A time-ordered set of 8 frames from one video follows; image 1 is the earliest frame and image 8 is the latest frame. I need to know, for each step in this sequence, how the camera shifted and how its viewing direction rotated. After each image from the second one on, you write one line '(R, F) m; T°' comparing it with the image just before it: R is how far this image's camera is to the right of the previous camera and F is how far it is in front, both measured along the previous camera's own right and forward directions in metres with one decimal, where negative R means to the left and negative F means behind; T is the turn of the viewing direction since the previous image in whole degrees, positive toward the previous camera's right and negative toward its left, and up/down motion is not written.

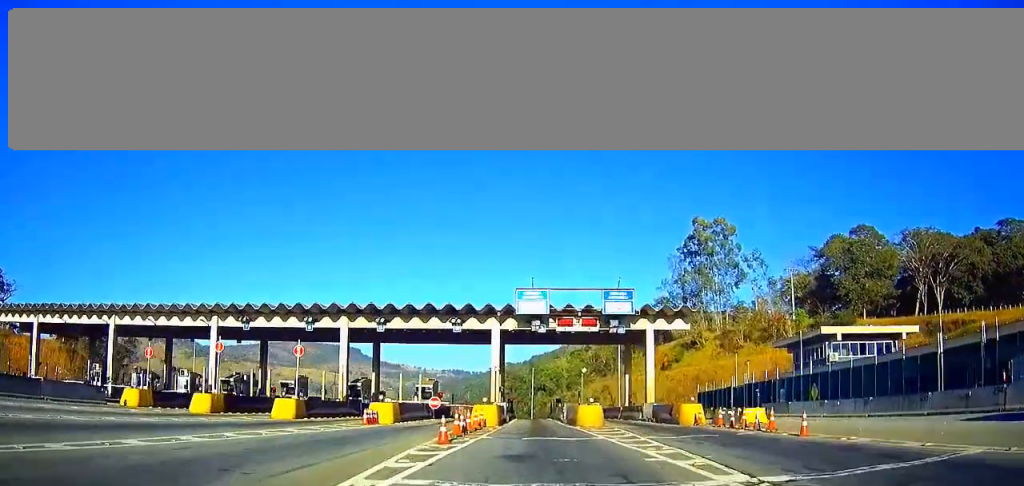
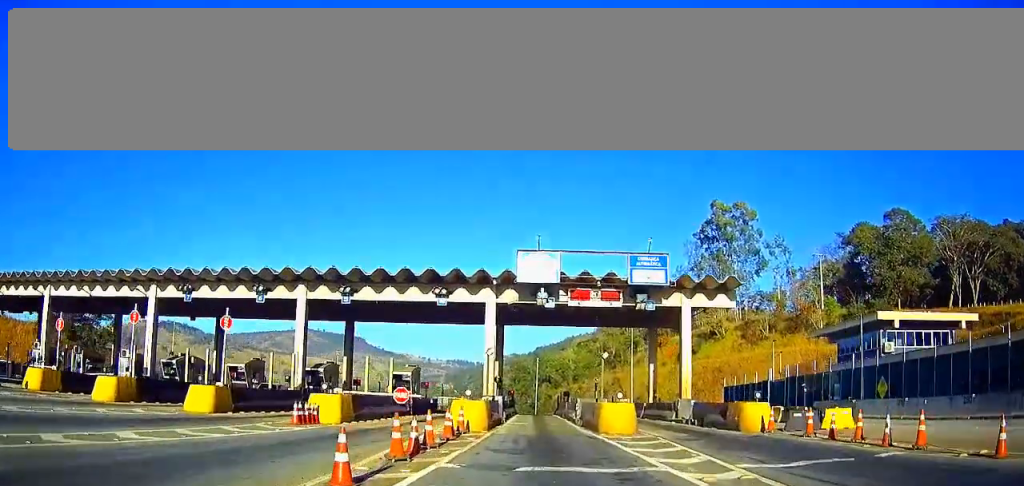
(+0.1, +9.7) m; 0°
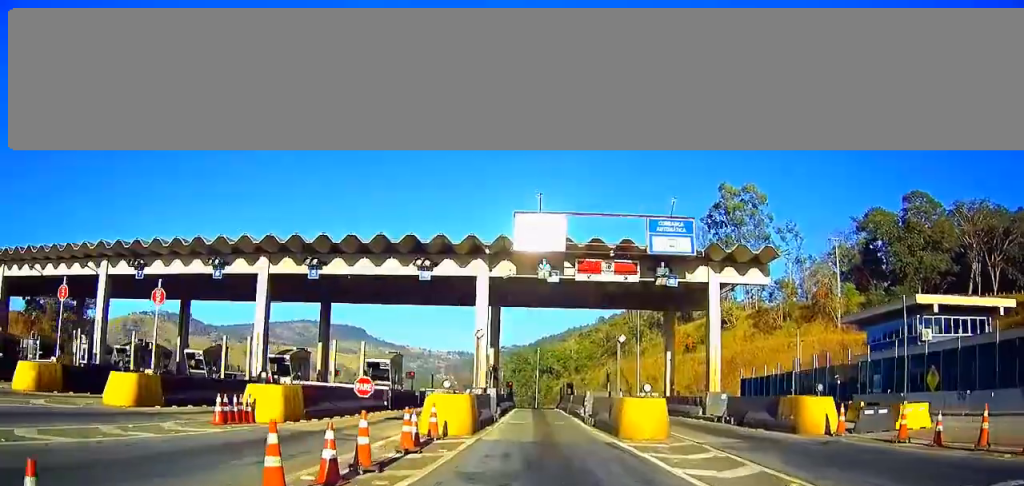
(0.0, +5.6) m; +1°
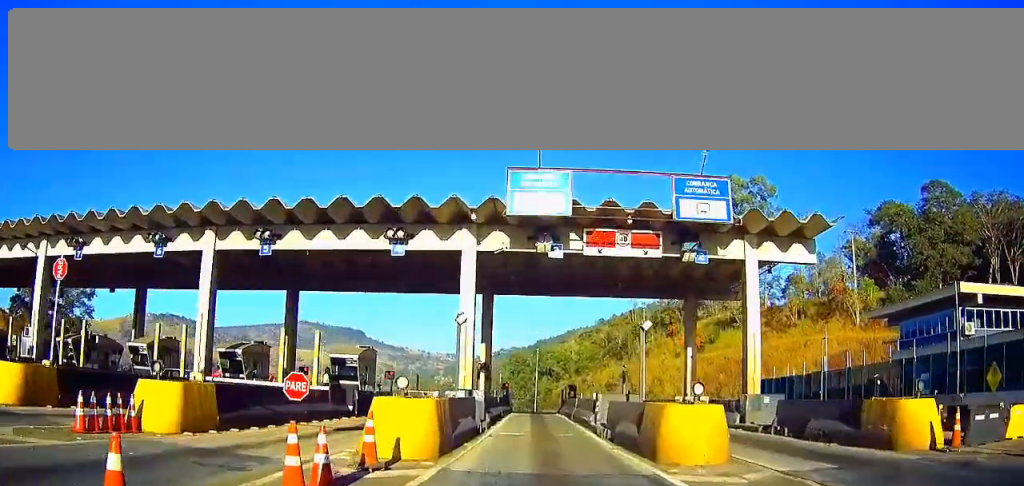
(0.0, +5.7) m; +1°
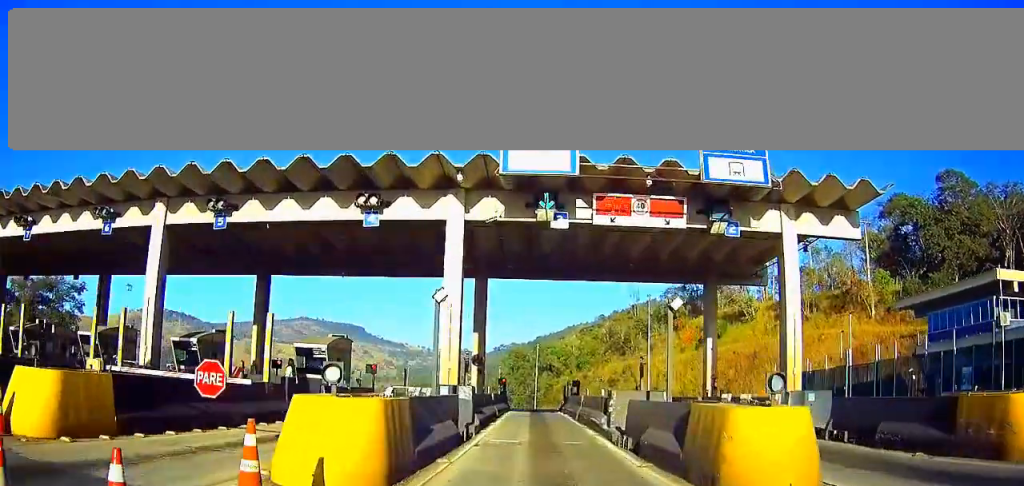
(+0.1, +4.0) m; +1°
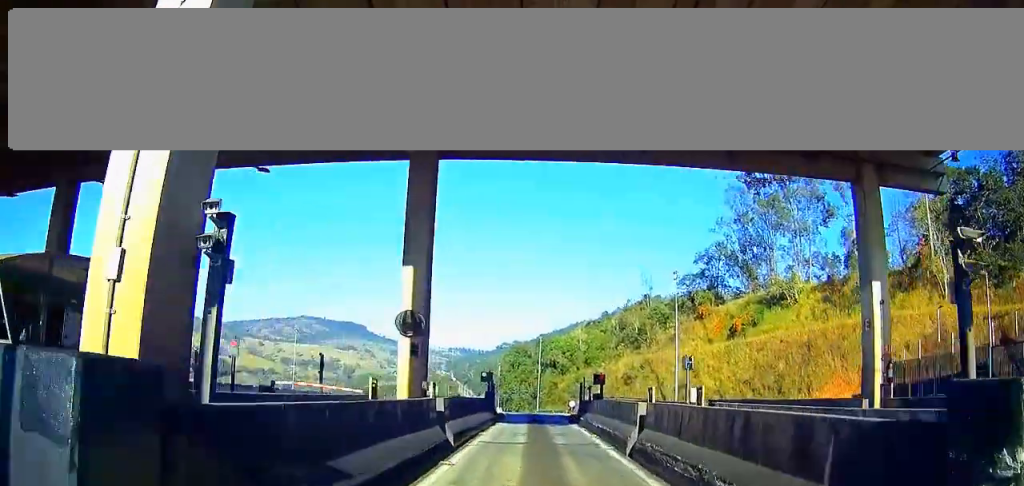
(0.0, +15.8) m; -1°
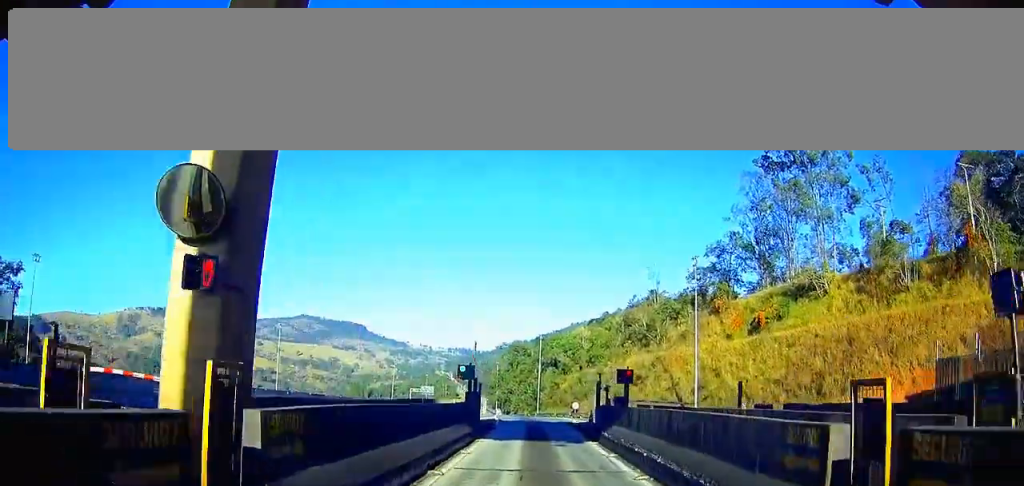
(-0.1, +8.9) m; -1°
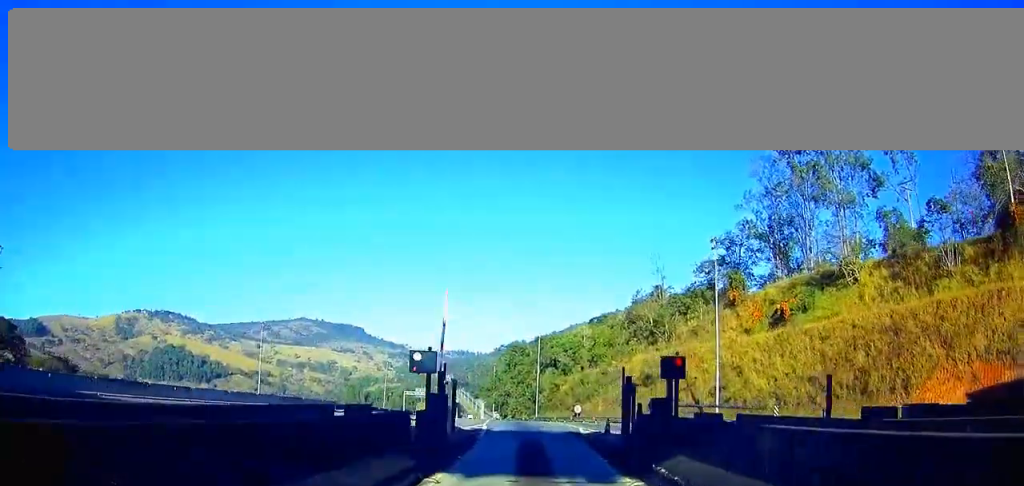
(0.0, +7.9) m; 0°
